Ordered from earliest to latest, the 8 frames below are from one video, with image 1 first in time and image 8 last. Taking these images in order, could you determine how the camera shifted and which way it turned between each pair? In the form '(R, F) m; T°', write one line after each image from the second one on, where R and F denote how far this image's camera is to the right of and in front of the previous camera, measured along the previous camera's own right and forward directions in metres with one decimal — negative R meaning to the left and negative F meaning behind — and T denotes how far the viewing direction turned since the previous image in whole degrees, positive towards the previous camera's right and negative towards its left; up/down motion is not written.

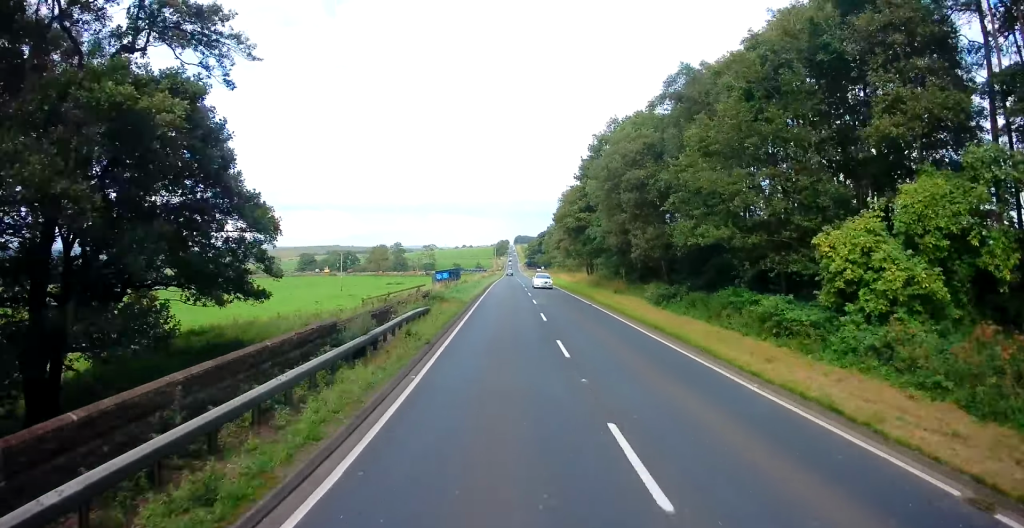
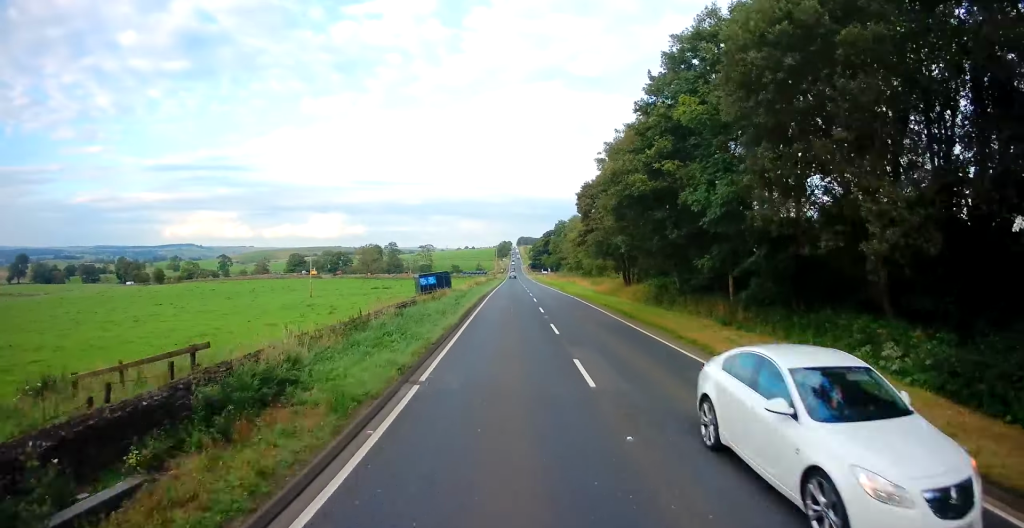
(-0.1, +22.1) m; +1°
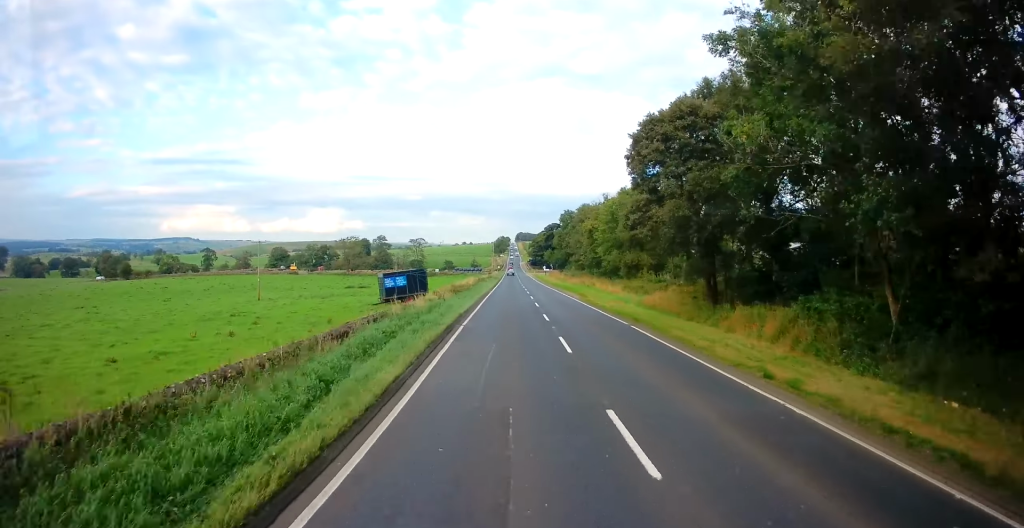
(+0.5, +22.4) m; 0°
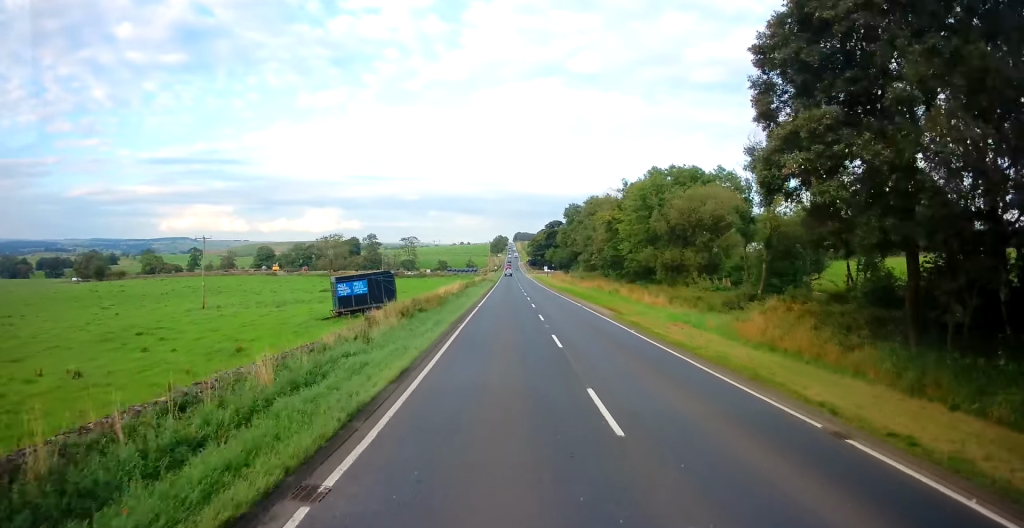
(-0.4, +16.3) m; -1°
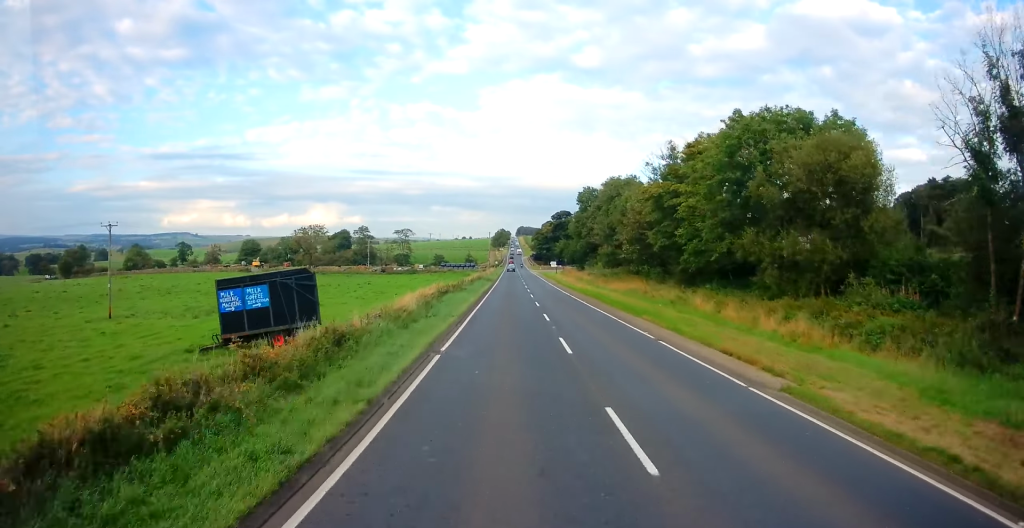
(-0.2, +19.7) m; 0°
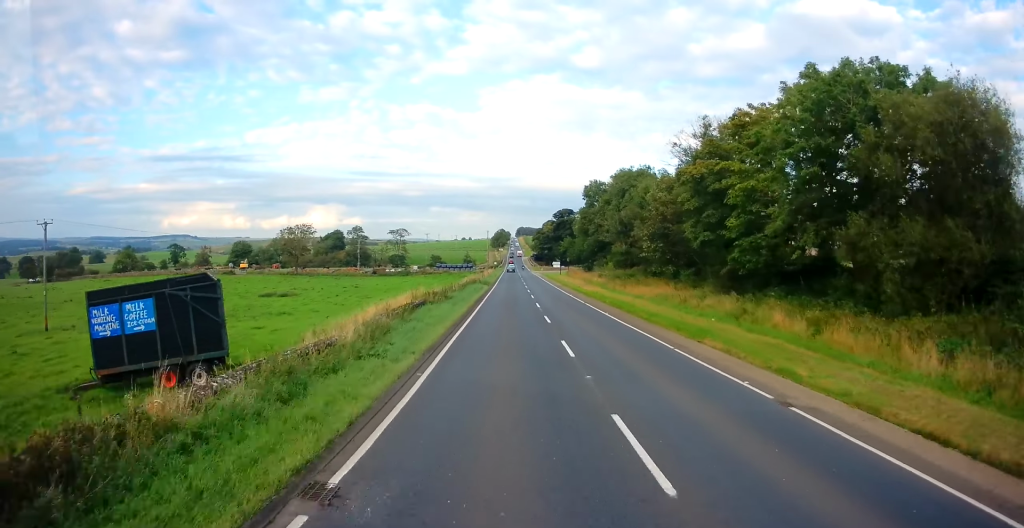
(0.0, +9.6) m; 0°
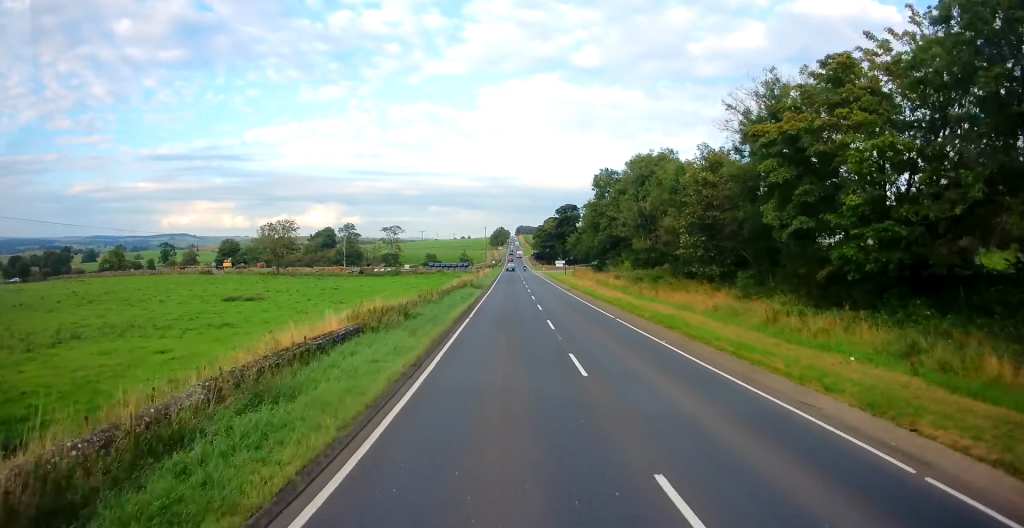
(+0.1, +11.7) m; 0°
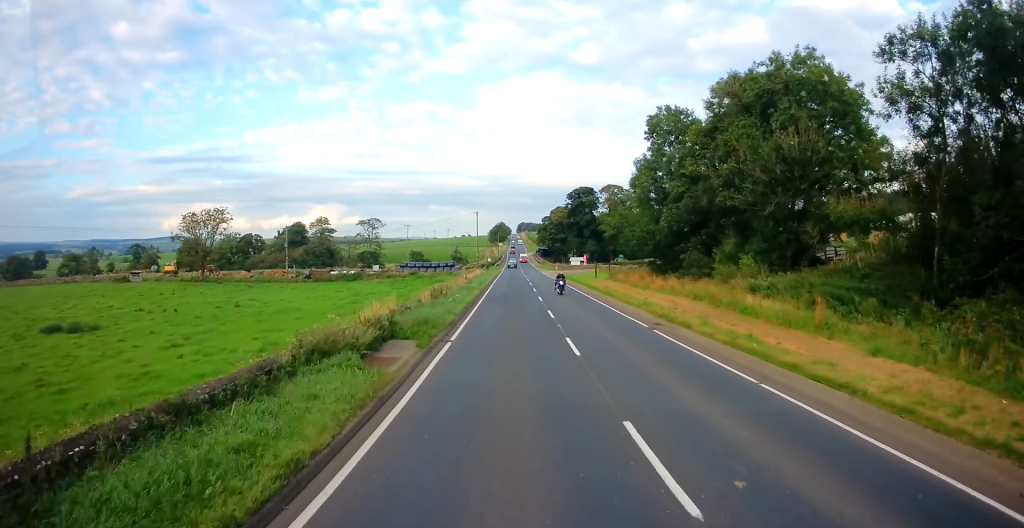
(+0.6, +34.5) m; +1°
